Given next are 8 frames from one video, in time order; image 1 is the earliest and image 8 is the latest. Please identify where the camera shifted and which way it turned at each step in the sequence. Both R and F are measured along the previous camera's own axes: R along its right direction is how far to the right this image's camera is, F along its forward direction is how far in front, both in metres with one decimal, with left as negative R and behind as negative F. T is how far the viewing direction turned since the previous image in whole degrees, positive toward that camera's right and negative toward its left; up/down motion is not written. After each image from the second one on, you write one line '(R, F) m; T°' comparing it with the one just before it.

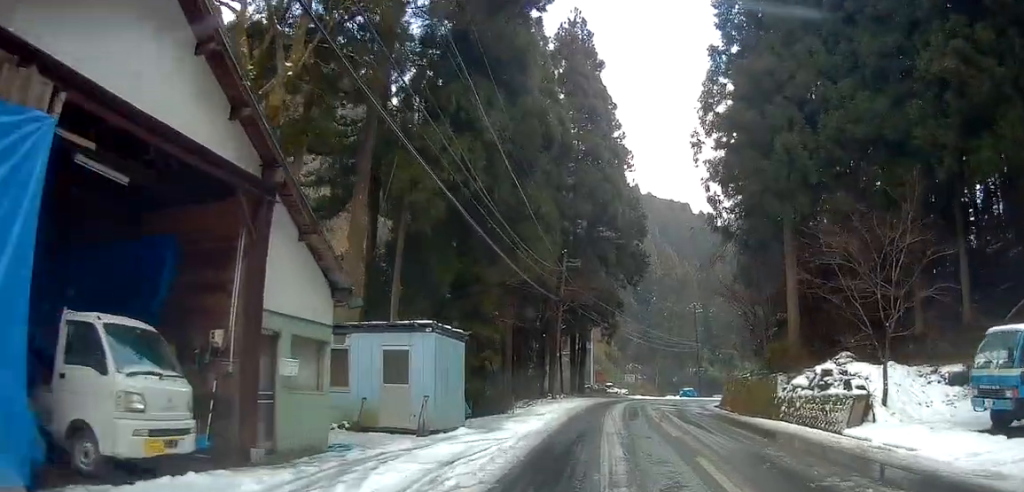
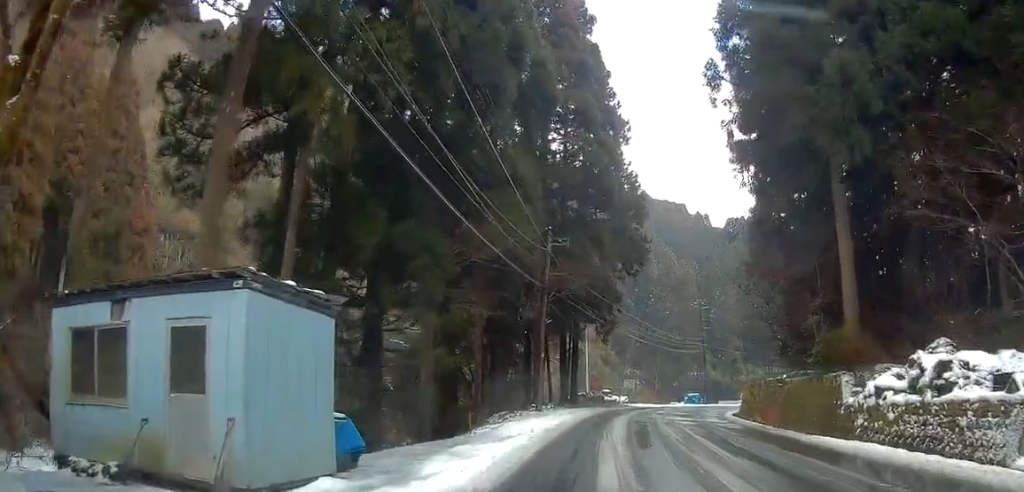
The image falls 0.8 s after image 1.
(0.0, +8.3) m; -1°
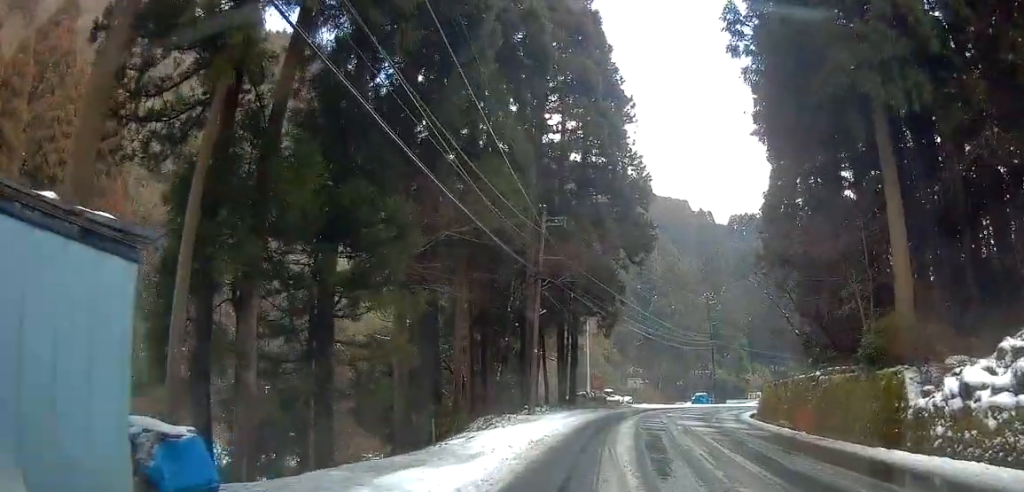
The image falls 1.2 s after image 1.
(-0.1, +4.4) m; 0°
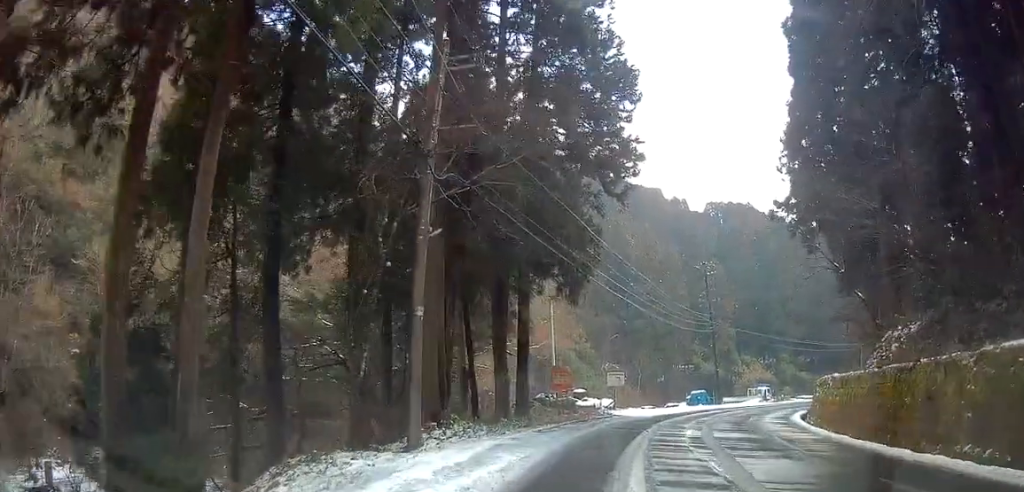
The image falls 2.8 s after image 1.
(-0.2, +16.4) m; +2°
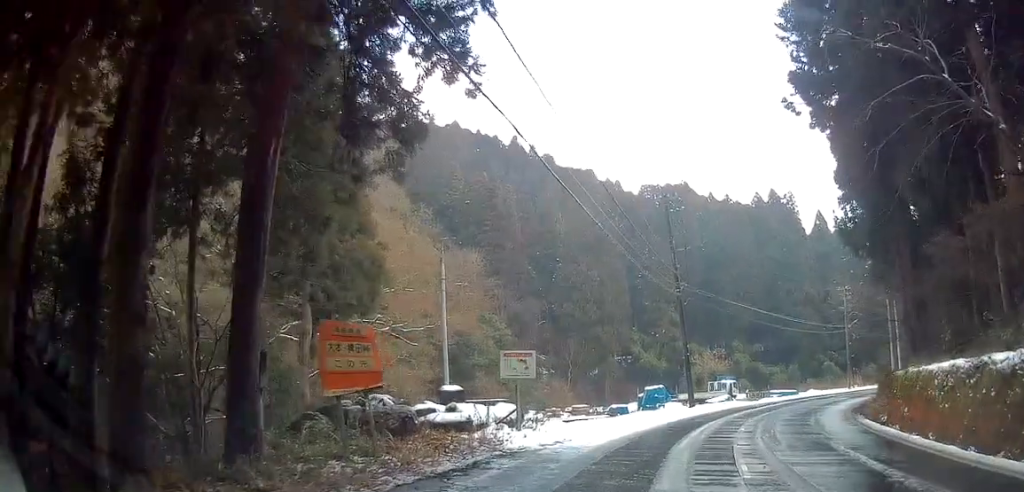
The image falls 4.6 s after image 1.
(+2.2, +18.6) m; +11°
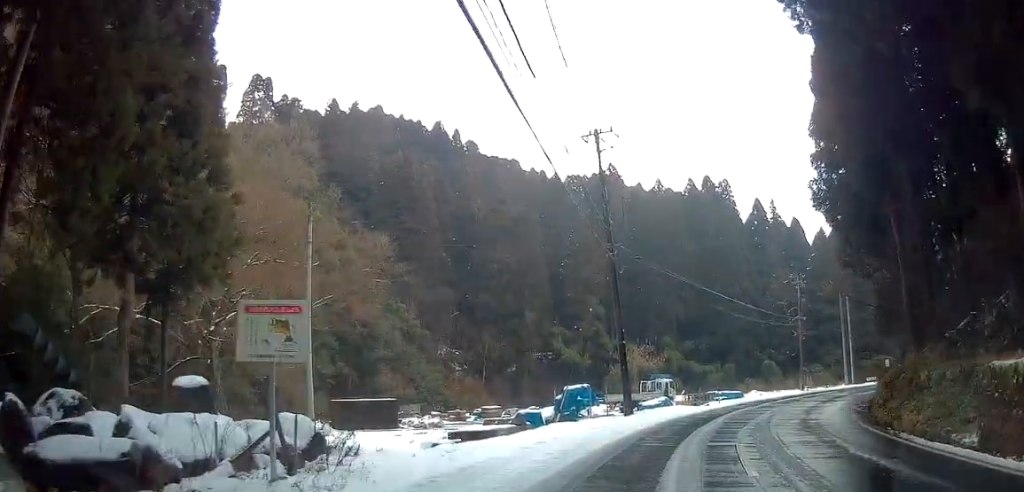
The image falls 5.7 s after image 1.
(+0.1, +9.9) m; +5°
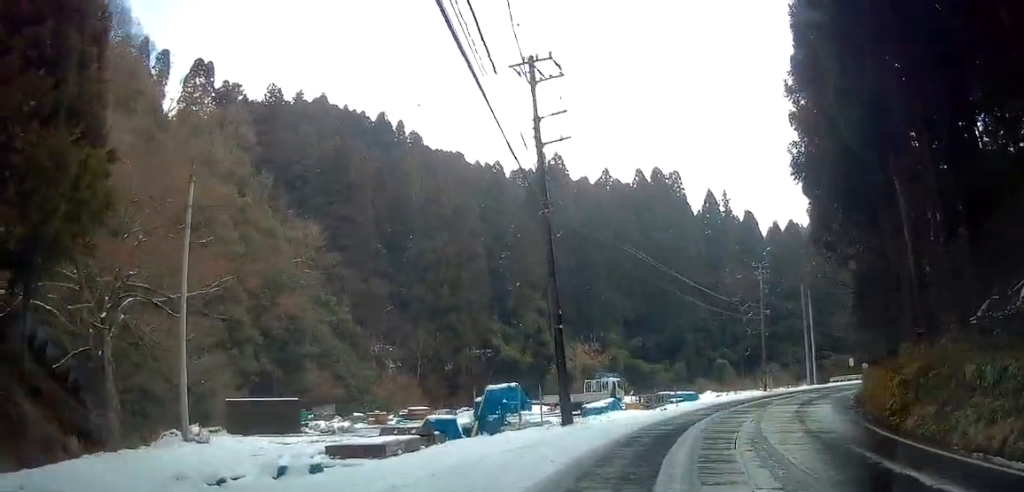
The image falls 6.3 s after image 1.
(+0.4, +6.4) m; +5°
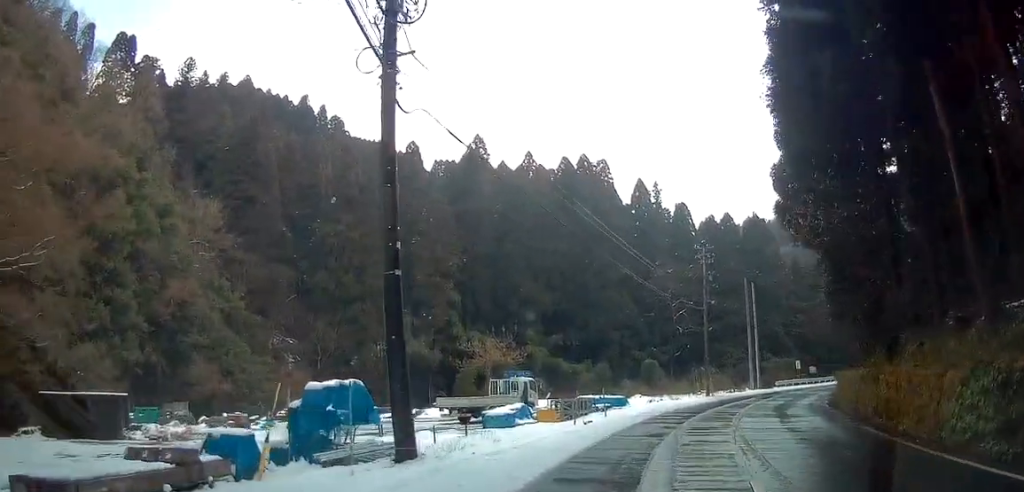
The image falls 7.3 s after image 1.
(+0.6, +9.4) m; +5°
